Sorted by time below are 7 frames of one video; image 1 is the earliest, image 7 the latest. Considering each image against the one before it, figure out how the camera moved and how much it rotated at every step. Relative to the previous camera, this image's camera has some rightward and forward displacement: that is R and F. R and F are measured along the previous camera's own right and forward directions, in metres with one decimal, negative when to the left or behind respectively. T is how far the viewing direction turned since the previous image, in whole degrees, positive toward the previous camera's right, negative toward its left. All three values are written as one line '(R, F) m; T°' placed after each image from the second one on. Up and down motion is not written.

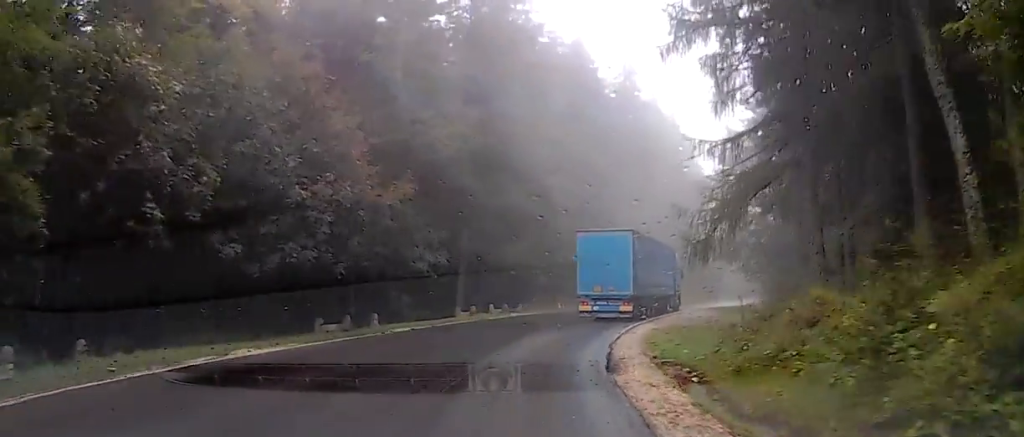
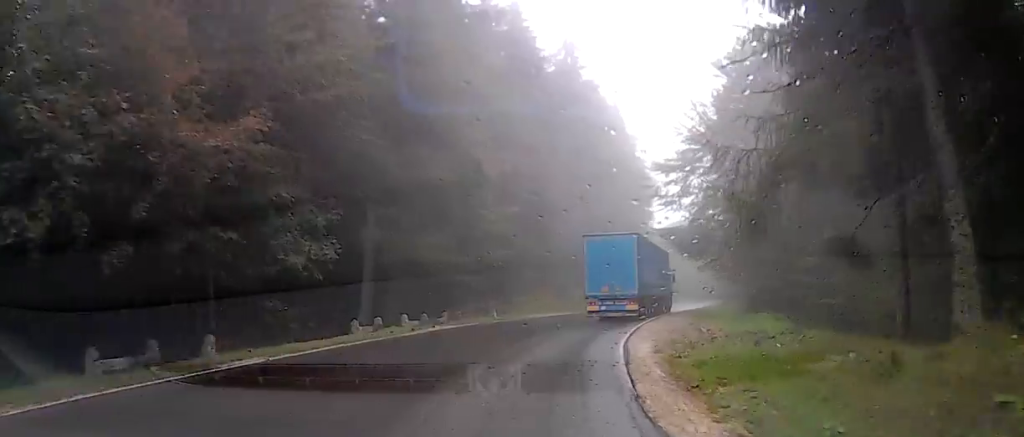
(0.0, +9.2) m; +3°
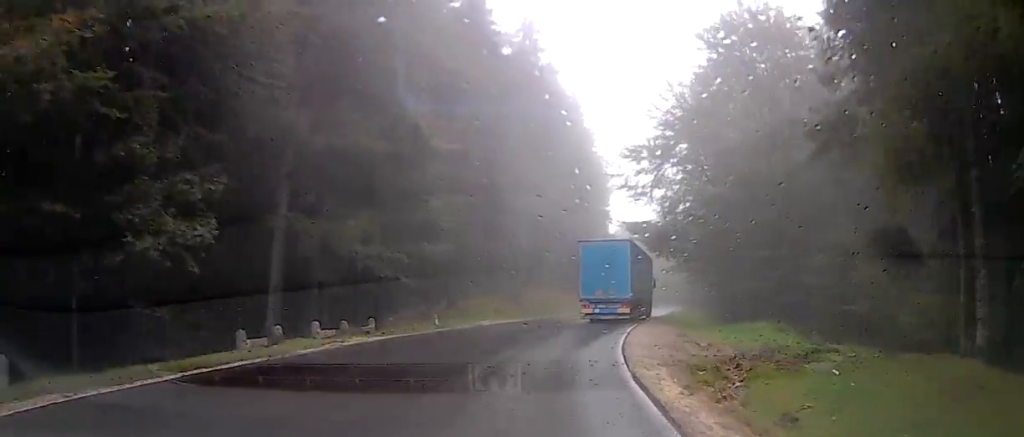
(-0.3, +6.5) m; +5°
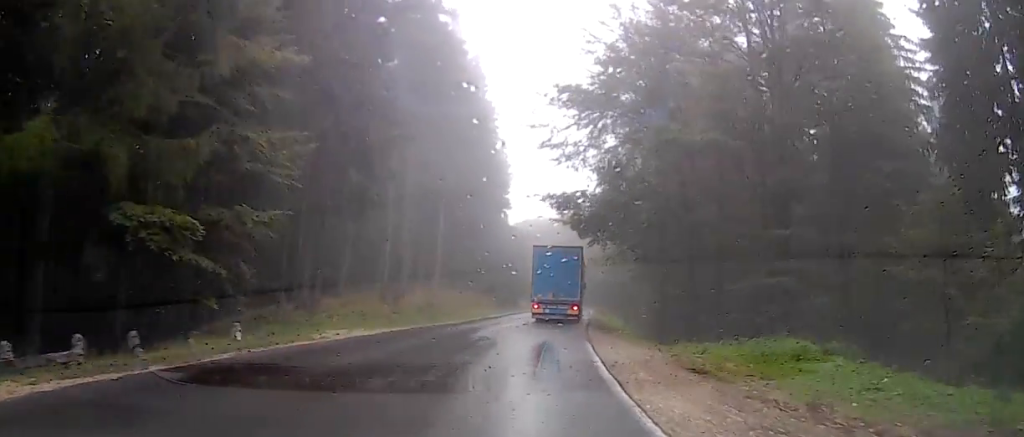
(+2.1, +12.5) m; +15°
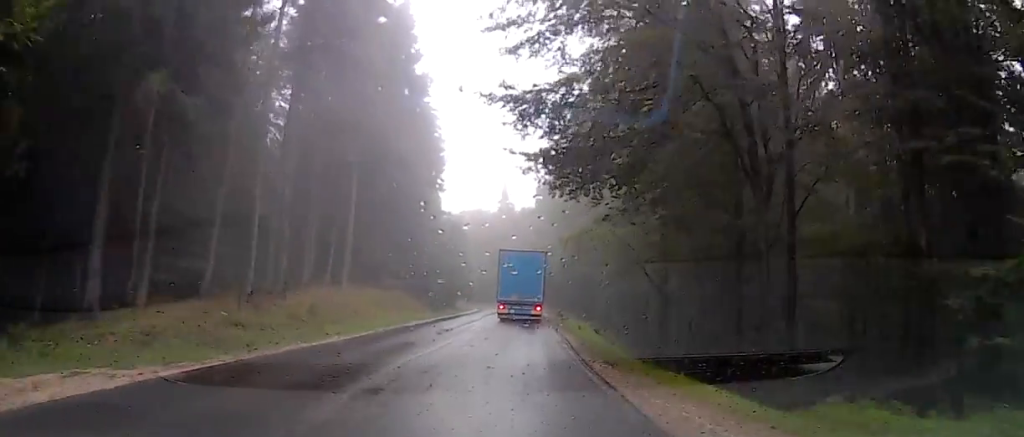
(+0.9, +14.6) m; +2°
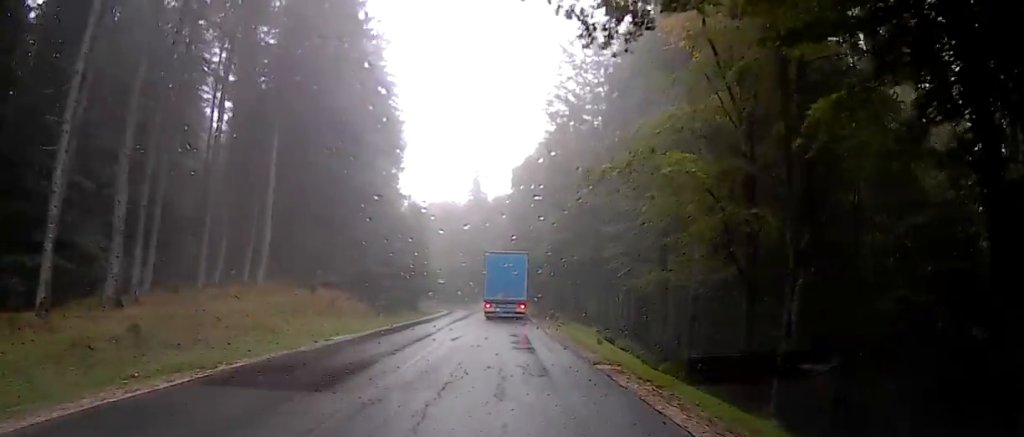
(+0.1, +13.2) m; +3°
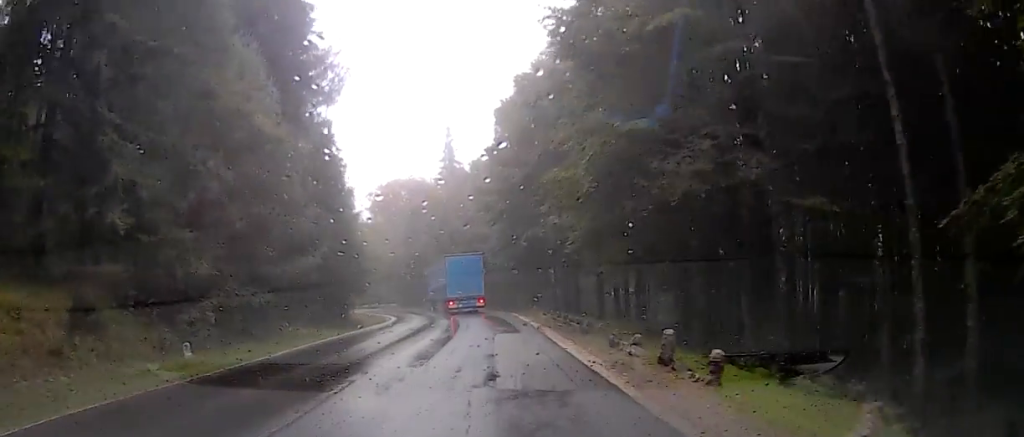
(-0.9, +27.7) m; -2°
